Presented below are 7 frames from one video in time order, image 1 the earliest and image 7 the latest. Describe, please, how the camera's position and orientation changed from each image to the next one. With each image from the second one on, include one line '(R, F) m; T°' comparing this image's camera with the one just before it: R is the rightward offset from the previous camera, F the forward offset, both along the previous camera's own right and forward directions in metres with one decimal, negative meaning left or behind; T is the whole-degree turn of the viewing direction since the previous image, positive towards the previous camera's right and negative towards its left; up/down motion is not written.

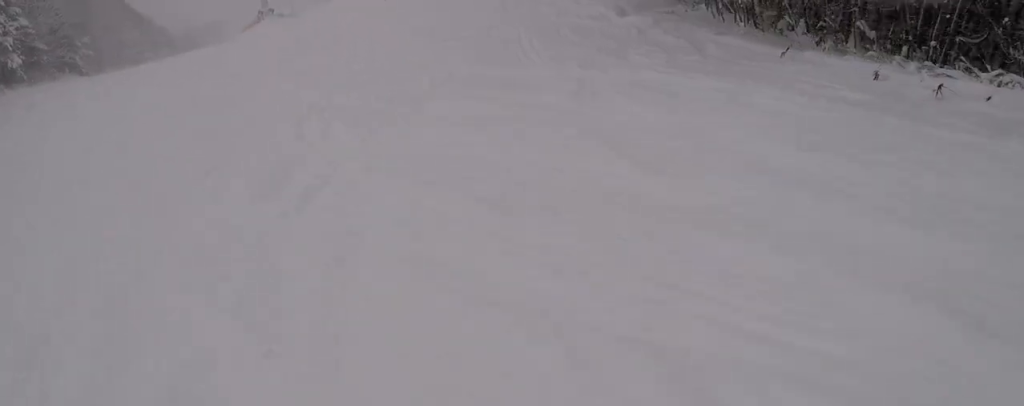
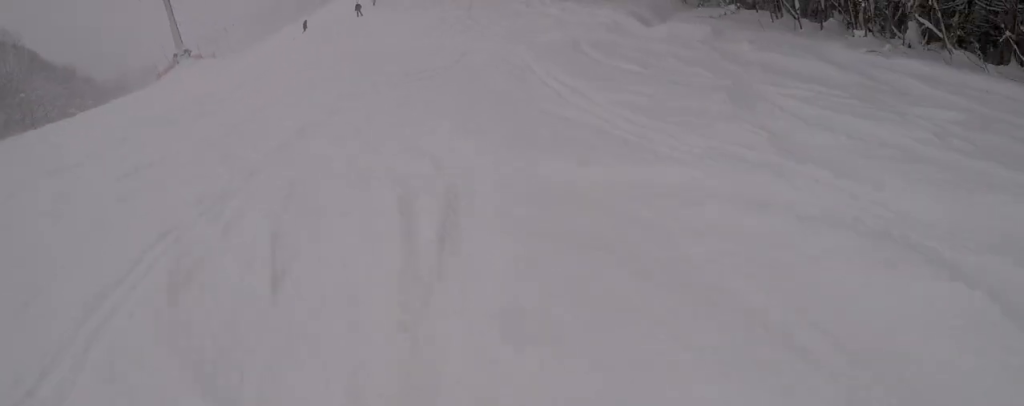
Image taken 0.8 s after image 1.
(+0.6, +8.8) m; +8°
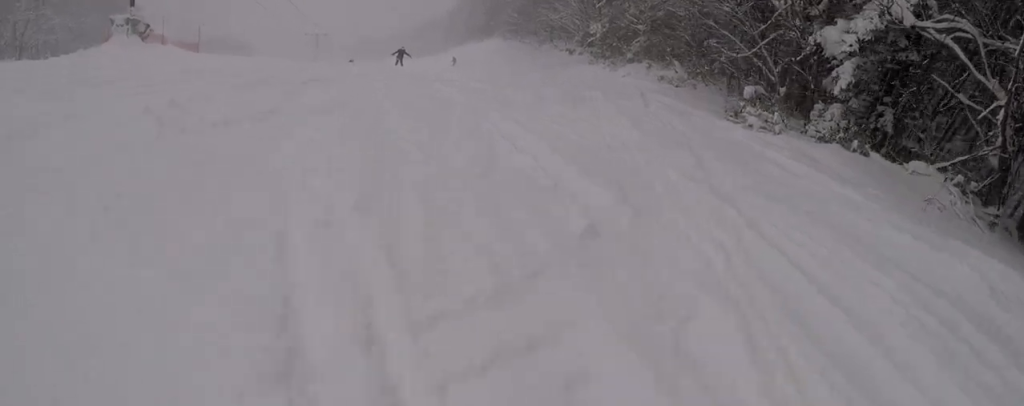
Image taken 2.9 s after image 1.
(+2.8, +23.9) m; -3°
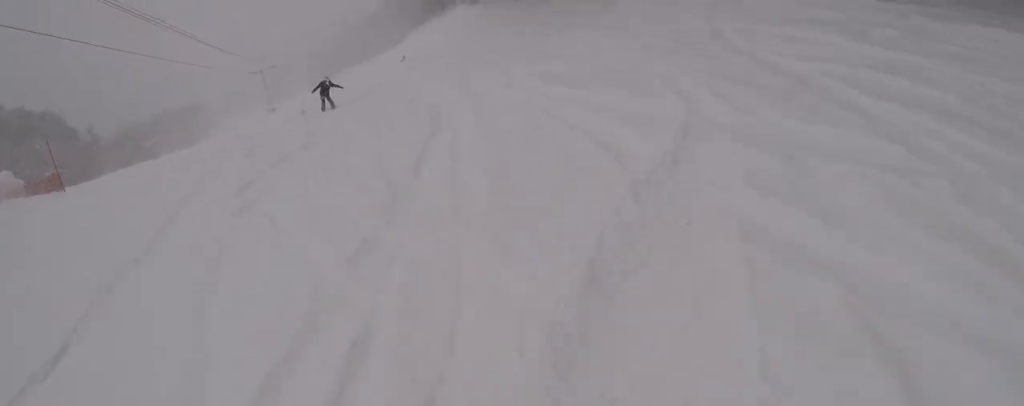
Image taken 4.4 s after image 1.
(-2.0, +14.7) m; -3°
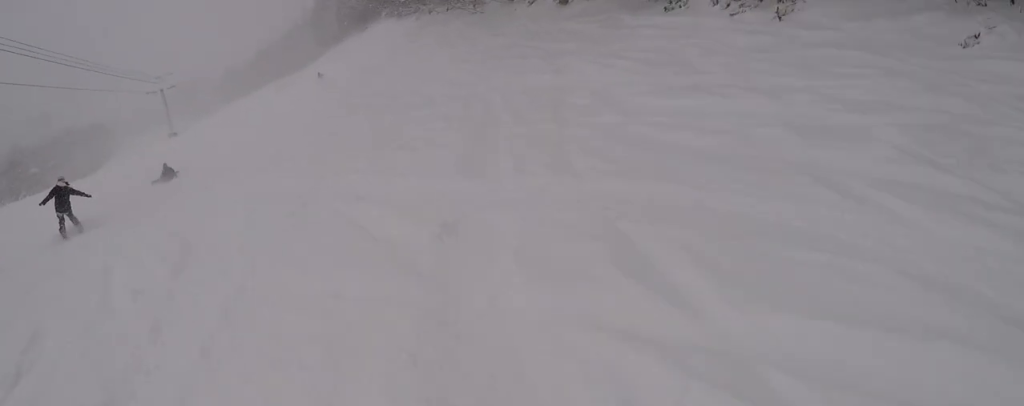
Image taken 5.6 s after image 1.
(+1.7, +12.3) m; +8°
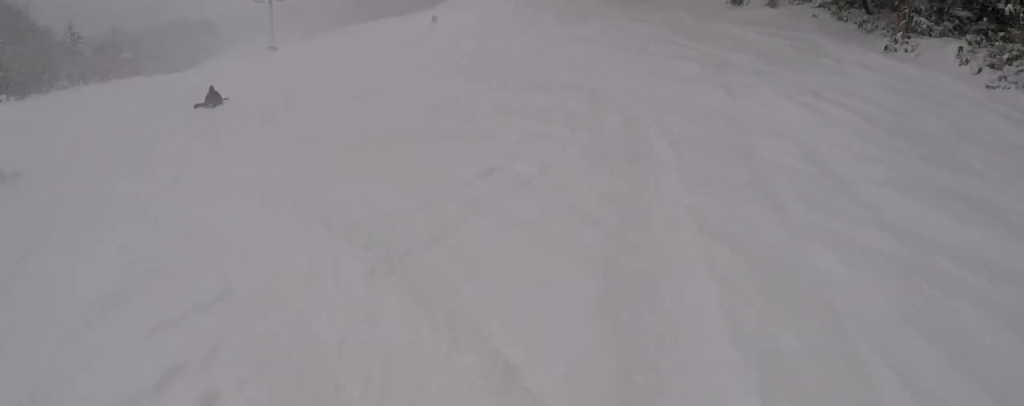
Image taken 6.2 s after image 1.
(0.0, +5.7) m; 0°
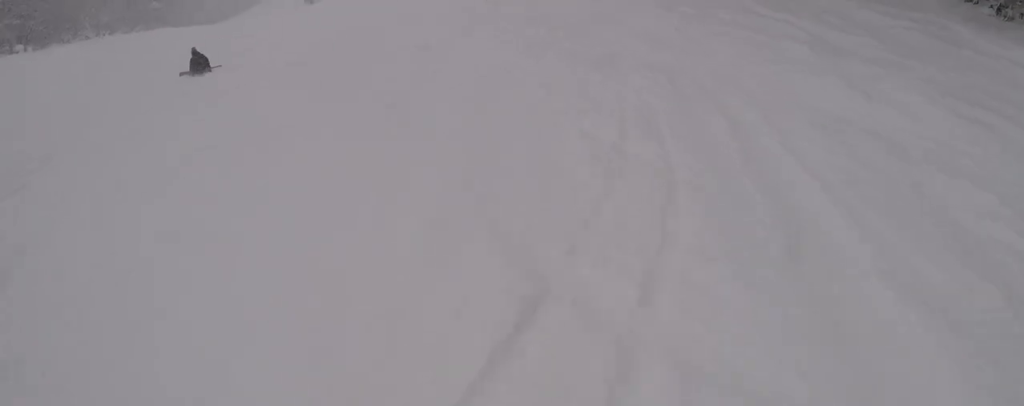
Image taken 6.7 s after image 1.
(0.0, +4.1) m; 0°
